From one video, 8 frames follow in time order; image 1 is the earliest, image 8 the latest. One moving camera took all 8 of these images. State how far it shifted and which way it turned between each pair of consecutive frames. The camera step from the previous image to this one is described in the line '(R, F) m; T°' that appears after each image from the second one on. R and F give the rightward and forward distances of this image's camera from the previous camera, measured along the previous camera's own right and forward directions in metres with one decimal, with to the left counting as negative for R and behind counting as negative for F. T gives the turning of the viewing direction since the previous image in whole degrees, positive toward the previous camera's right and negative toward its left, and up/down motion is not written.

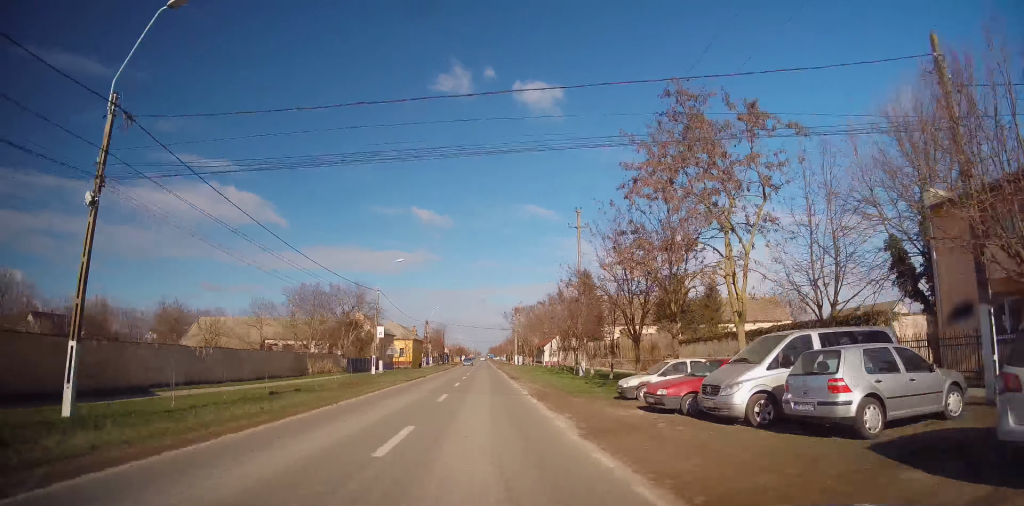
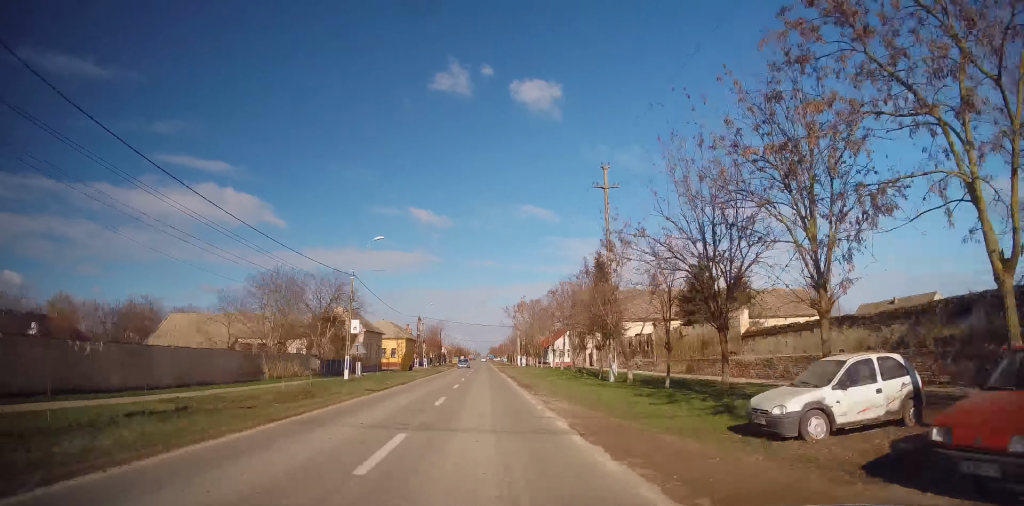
(-0.1, +9.6) m; -1°
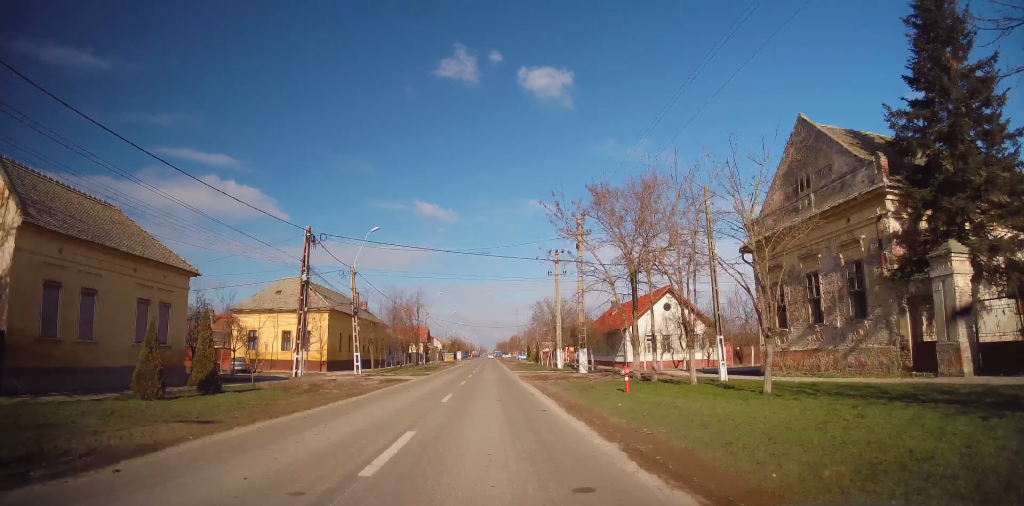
(-0.6, +53.6) m; 0°
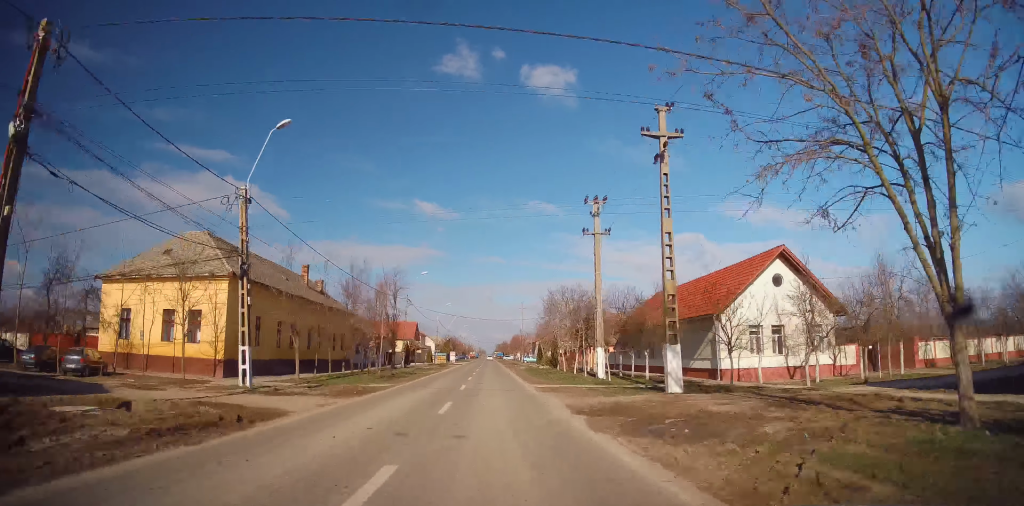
(0.0, +20.6) m; 0°
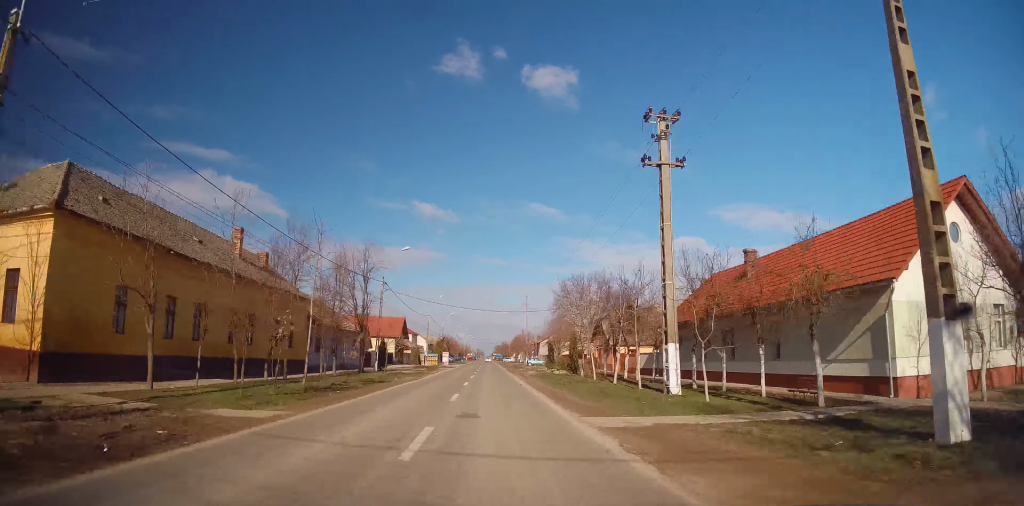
(0.0, +14.4) m; 0°
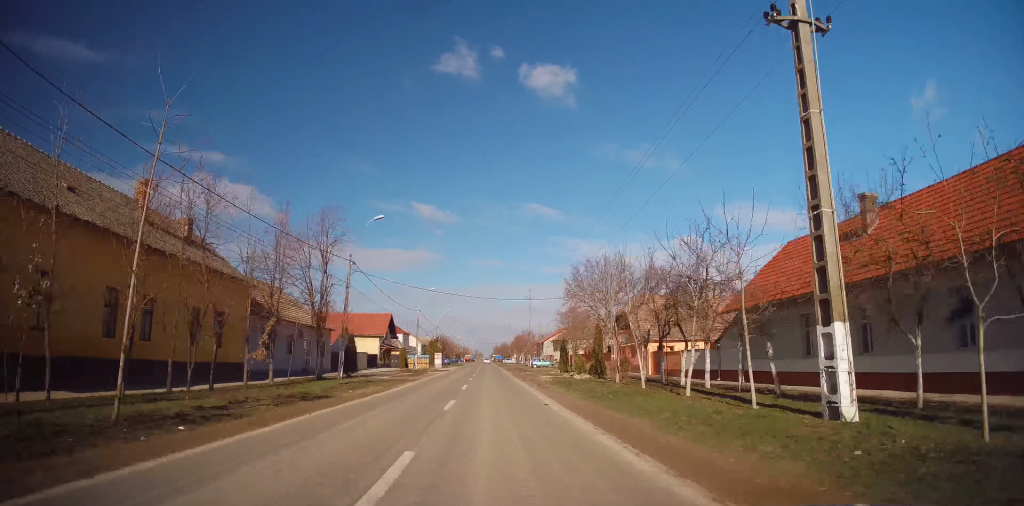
(-0.1, +11.2) m; 0°
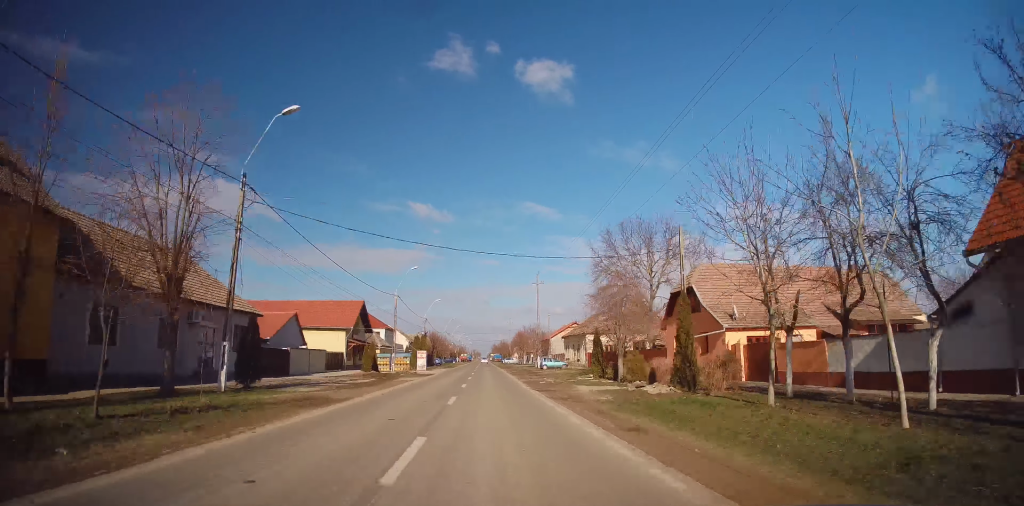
(+0.2, +16.4) m; 0°
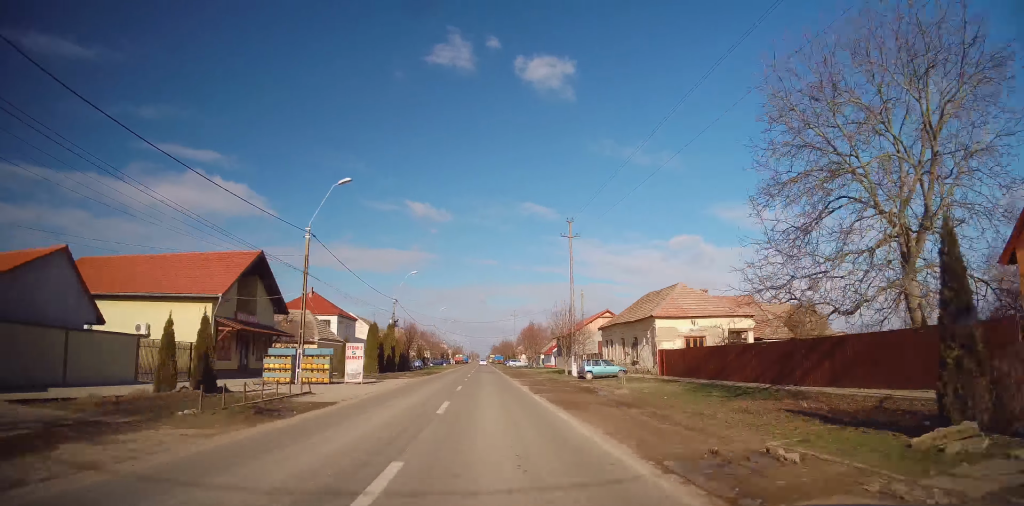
(-0.1, +27.9) m; 0°
